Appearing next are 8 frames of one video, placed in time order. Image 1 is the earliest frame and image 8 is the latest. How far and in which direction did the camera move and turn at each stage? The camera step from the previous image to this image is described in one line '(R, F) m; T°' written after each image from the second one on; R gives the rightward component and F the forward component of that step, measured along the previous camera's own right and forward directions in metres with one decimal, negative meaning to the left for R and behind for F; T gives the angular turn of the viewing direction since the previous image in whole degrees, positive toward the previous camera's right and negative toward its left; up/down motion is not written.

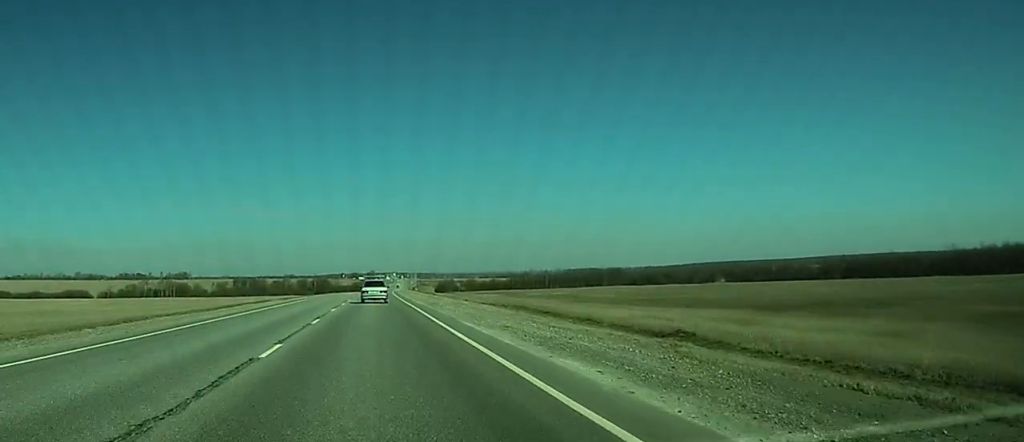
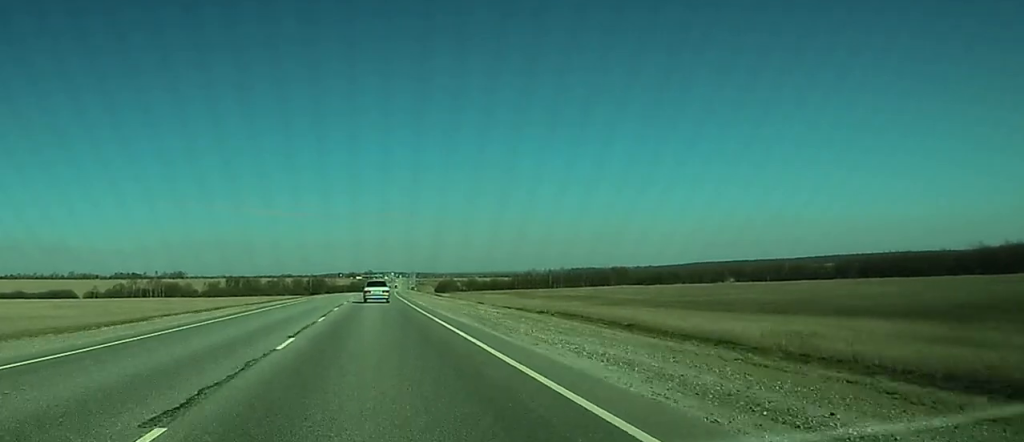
(+0.1, +22.2) m; 0°
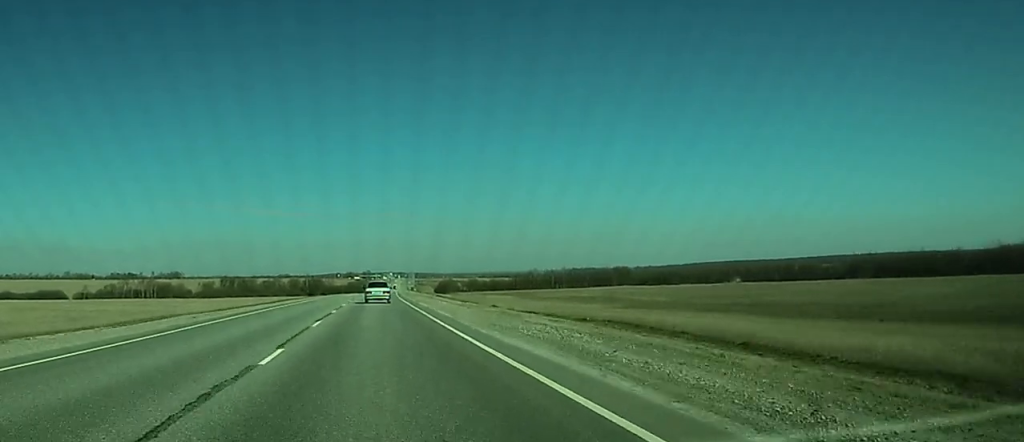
(0.0, +14.9) m; 0°
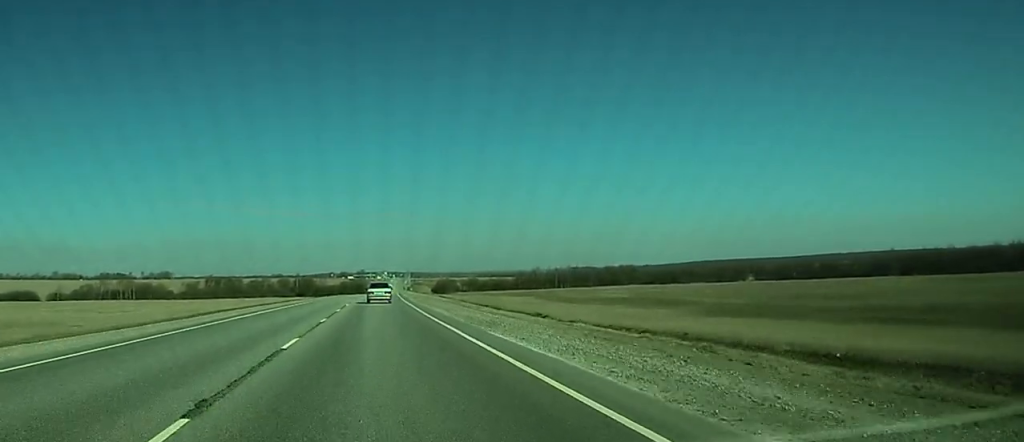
(+0.3, +32.6) m; 0°
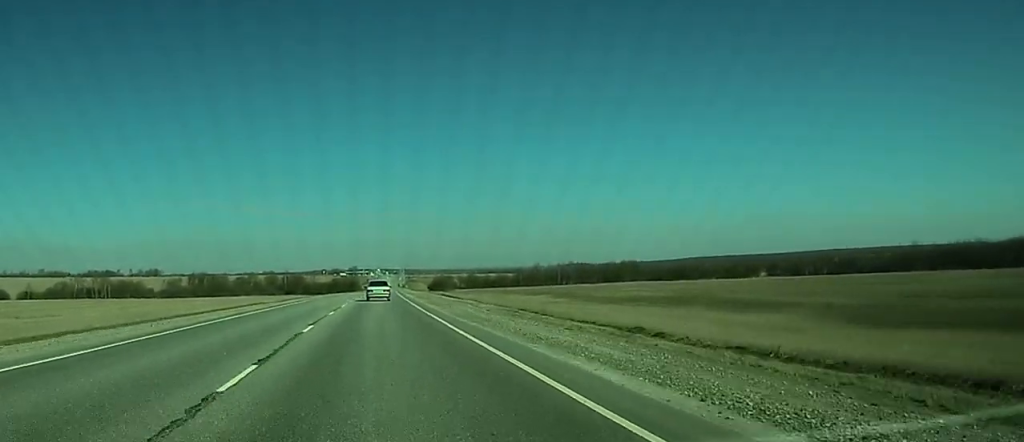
(-0.3, +30.9) m; 0°
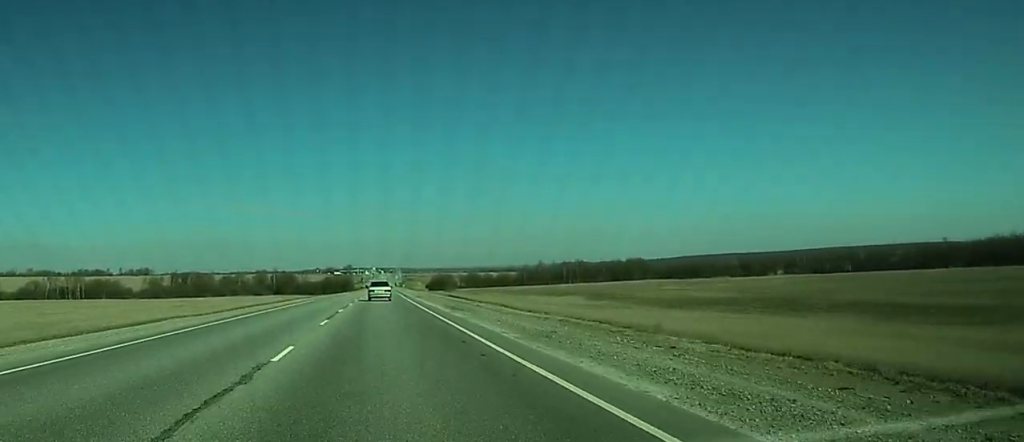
(+0.3, +32.1) m; +1°
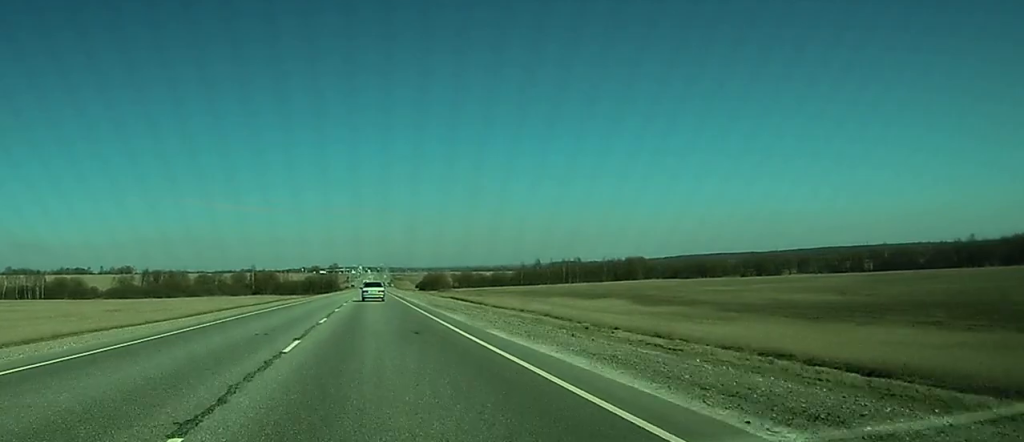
(0.0, +34.1) m; 0°
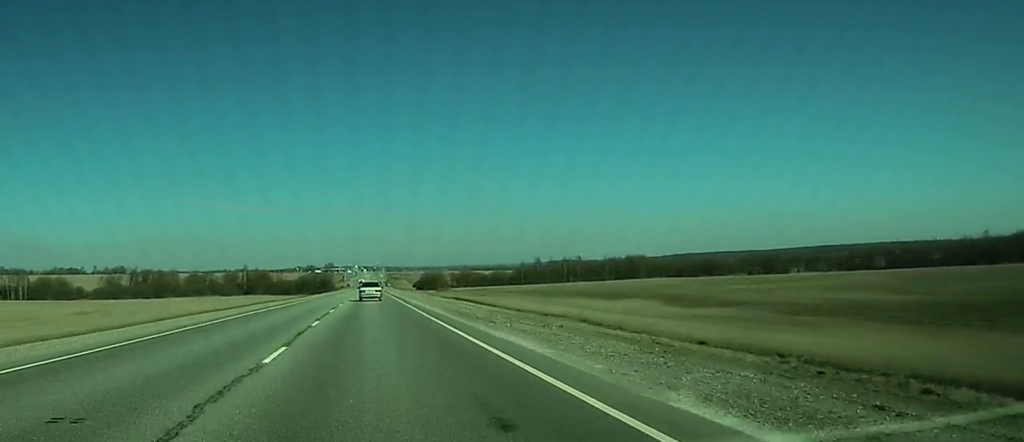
(0.0, +14.3) m; 0°
